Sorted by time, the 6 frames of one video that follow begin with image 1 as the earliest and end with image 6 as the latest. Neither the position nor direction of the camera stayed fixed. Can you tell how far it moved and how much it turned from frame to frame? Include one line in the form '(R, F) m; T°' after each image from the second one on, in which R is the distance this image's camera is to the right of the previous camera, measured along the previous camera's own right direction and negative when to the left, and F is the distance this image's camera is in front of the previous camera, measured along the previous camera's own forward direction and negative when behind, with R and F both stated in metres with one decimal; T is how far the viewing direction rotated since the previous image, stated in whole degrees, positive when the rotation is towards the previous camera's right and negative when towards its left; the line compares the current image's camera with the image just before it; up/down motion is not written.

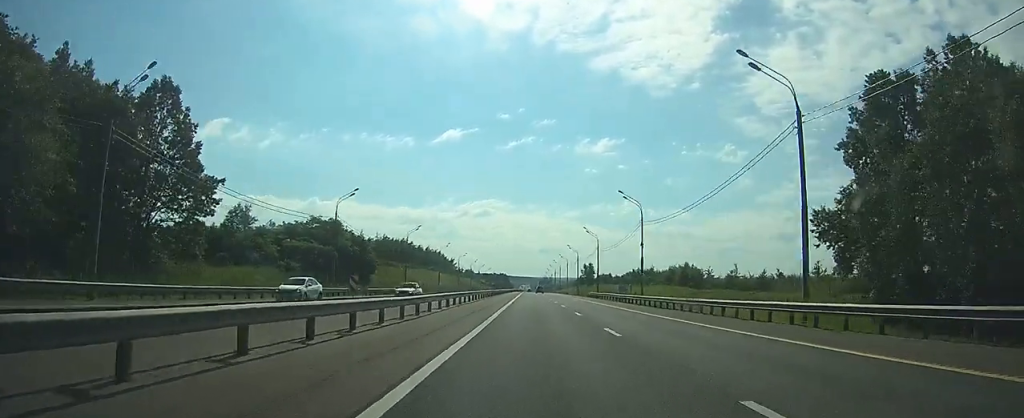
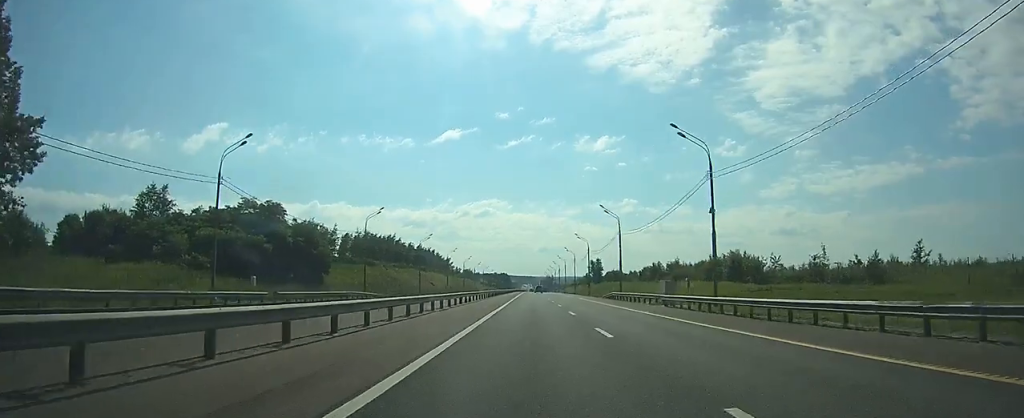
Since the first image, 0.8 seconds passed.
(0.0, +24.1) m; 0°
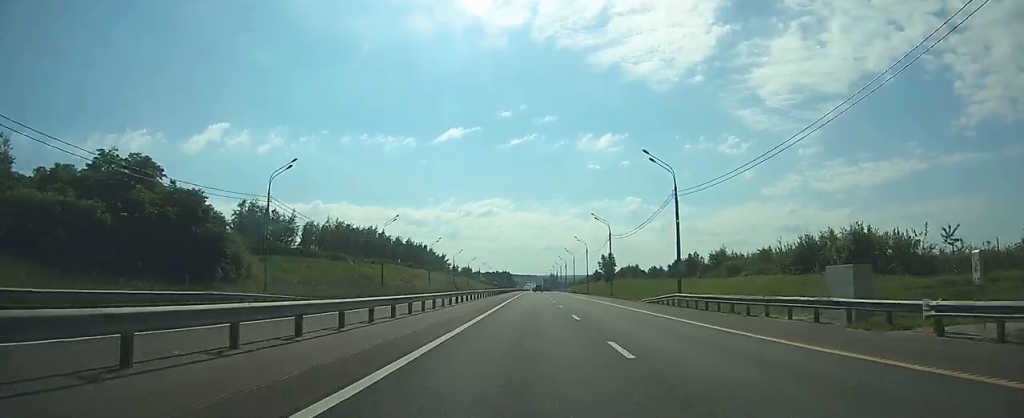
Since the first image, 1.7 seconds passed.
(0.0, +28.4) m; 0°
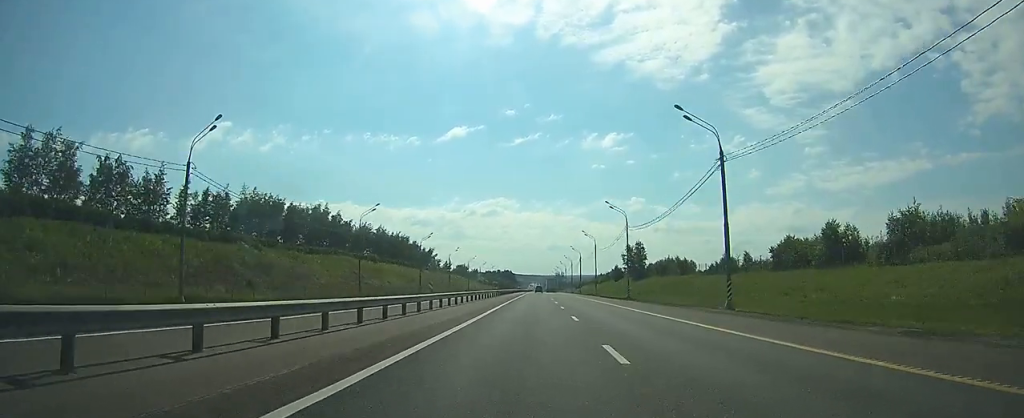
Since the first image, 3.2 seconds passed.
(-0.1, +48.5) m; 0°
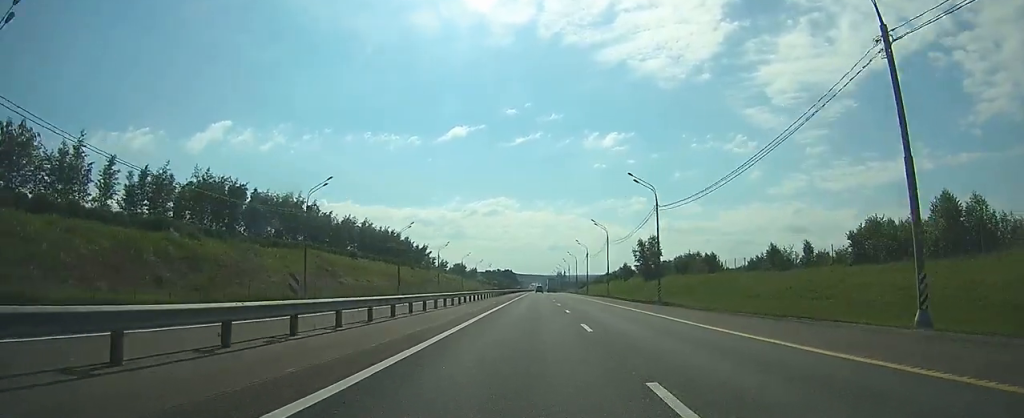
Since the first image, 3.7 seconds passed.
(0.0, +16.9) m; 0°
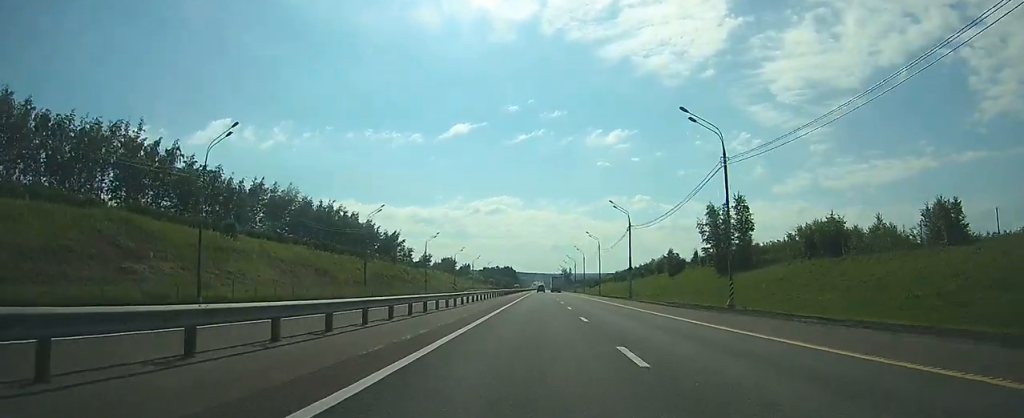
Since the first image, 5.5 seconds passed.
(-0.1, +55.3) m; 0°
